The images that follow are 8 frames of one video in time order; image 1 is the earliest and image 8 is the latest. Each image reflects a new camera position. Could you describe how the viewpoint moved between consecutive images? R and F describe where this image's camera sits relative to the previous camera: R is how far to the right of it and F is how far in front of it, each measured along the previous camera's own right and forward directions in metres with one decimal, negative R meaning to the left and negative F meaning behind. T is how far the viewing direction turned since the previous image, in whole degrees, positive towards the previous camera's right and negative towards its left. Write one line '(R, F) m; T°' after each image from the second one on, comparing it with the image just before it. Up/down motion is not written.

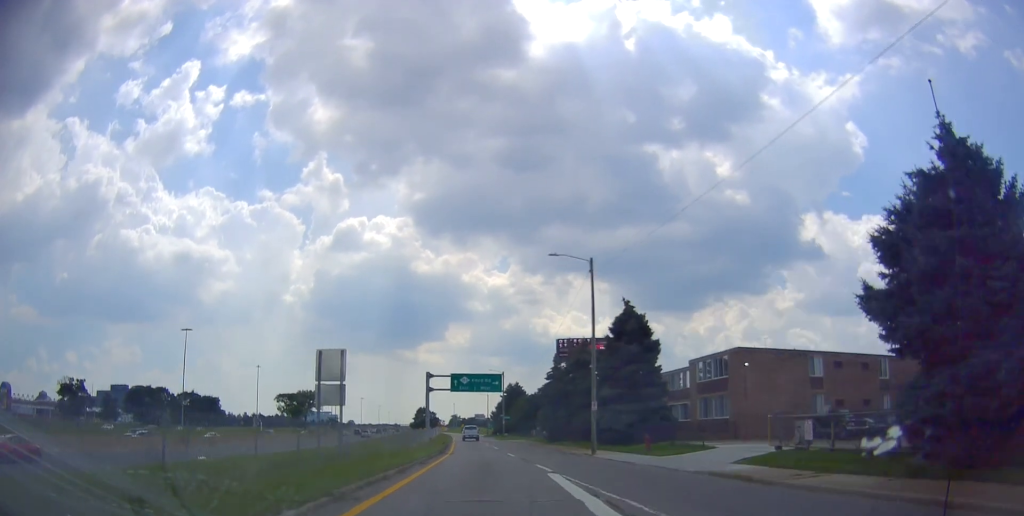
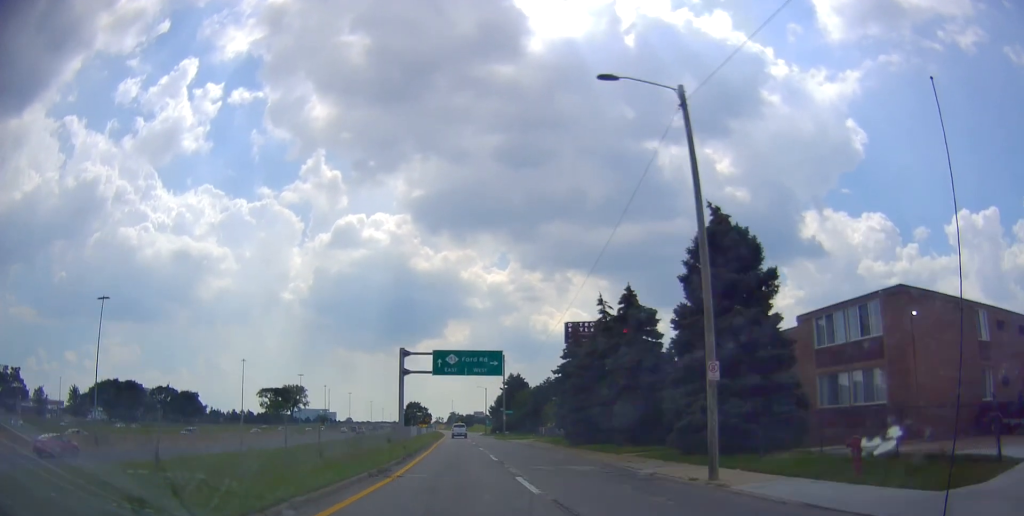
(+0.2, +17.9) m; 0°
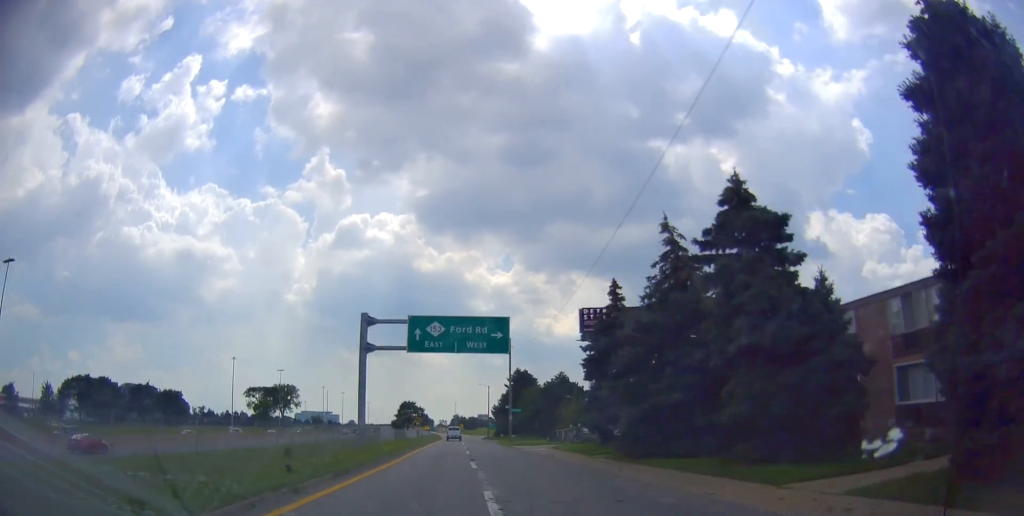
(-0.3, +15.6) m; 0°
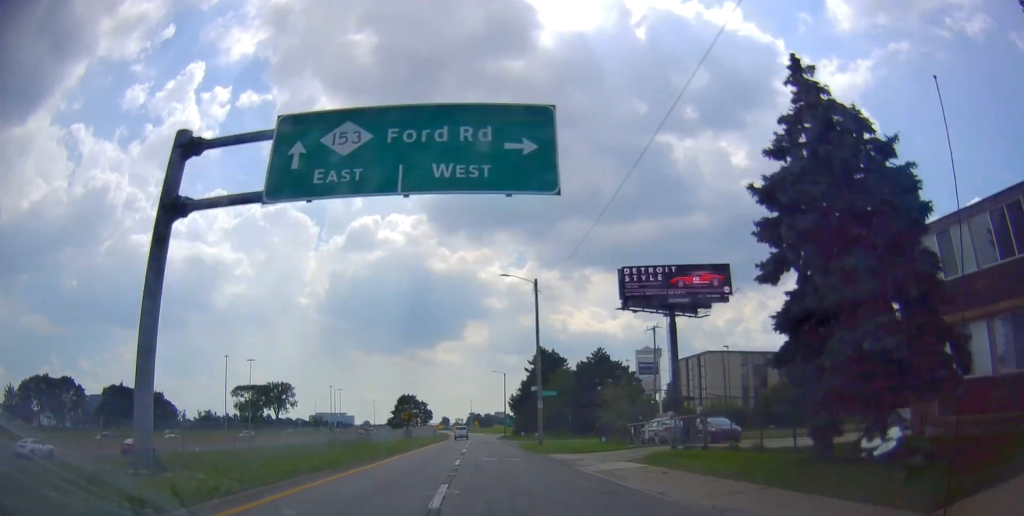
(+0.4, +22.8) m; 0°
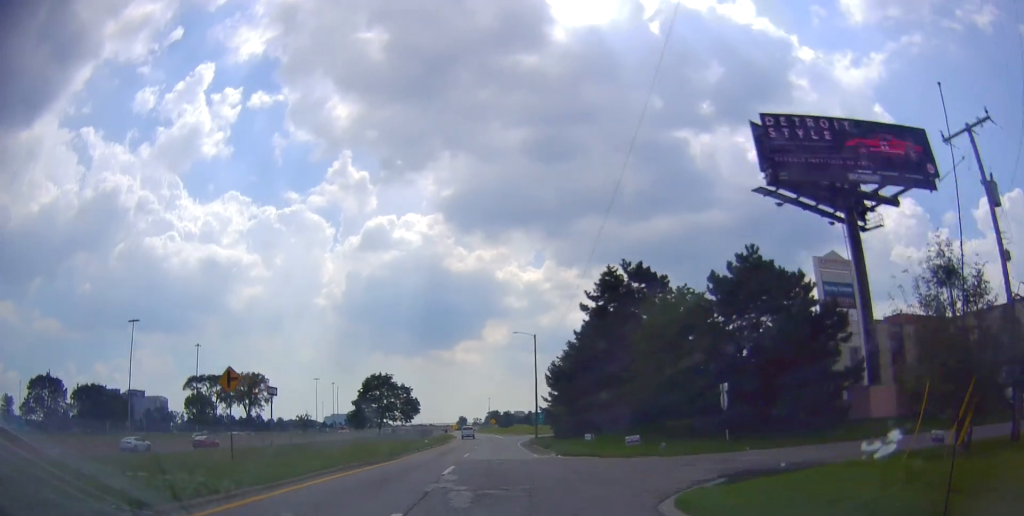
(-2.0, +40.8) m; -5°
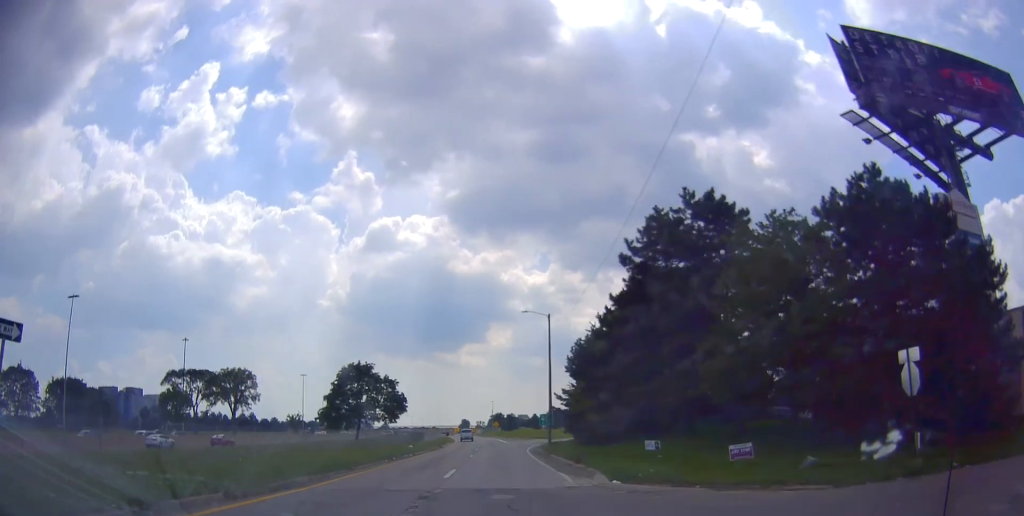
(-0.1, +12.5) m; 0°
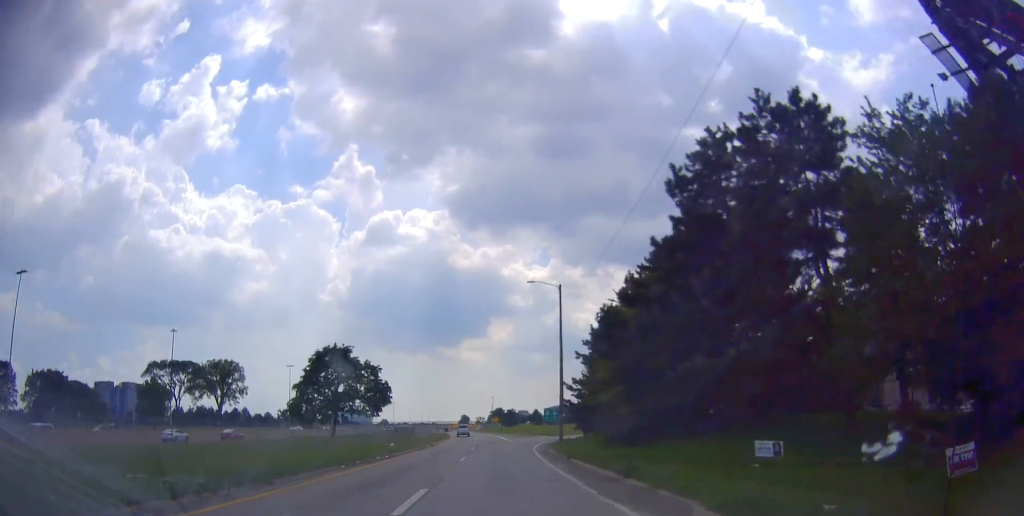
(-0.1, +8.7) m; 0°
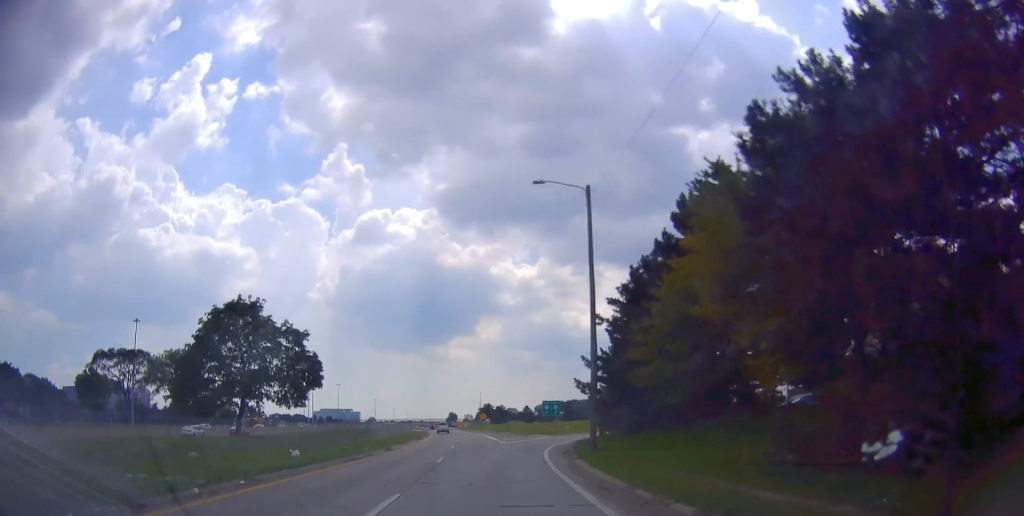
(+0.2, +17.6) m; 0°
